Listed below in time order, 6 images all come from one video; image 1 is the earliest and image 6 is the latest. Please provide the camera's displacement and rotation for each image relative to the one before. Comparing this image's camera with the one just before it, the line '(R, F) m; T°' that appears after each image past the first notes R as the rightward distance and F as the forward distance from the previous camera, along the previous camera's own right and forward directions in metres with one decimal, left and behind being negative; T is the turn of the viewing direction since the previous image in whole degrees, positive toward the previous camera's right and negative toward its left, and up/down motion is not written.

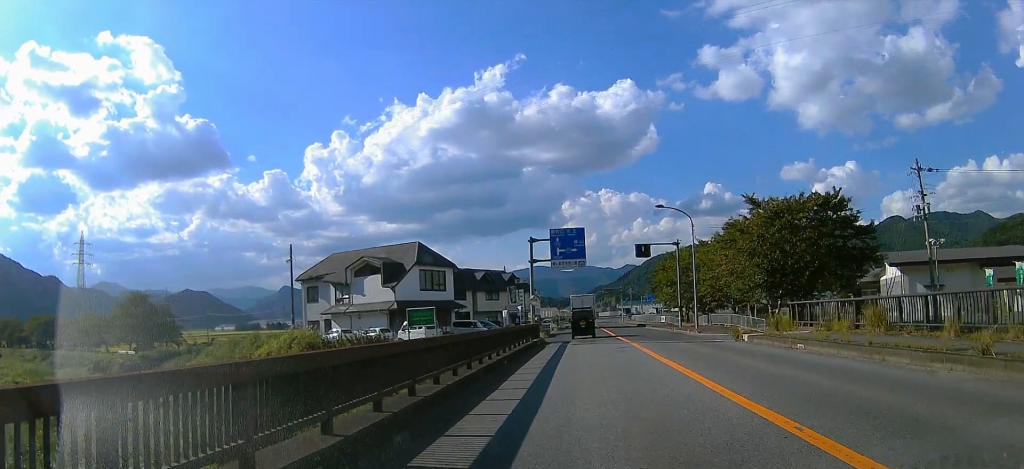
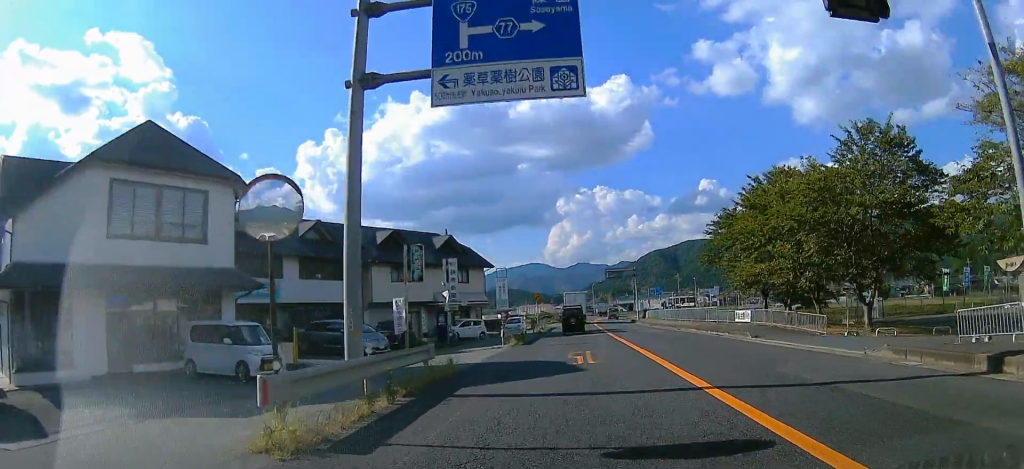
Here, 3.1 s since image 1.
(-0.4, +37.8) m; +1°
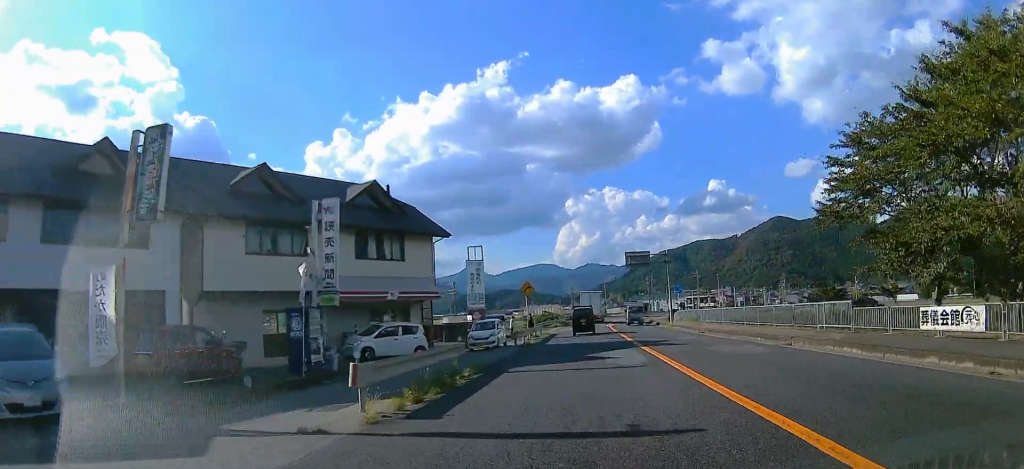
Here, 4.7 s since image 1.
(+0.2, +20.3) m; +1°
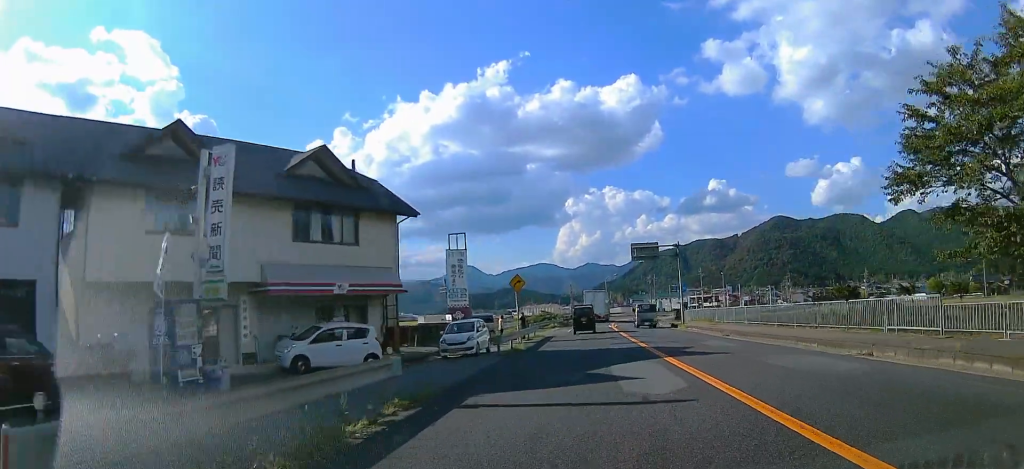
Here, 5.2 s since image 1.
(0.0, +6.1) m; 0°
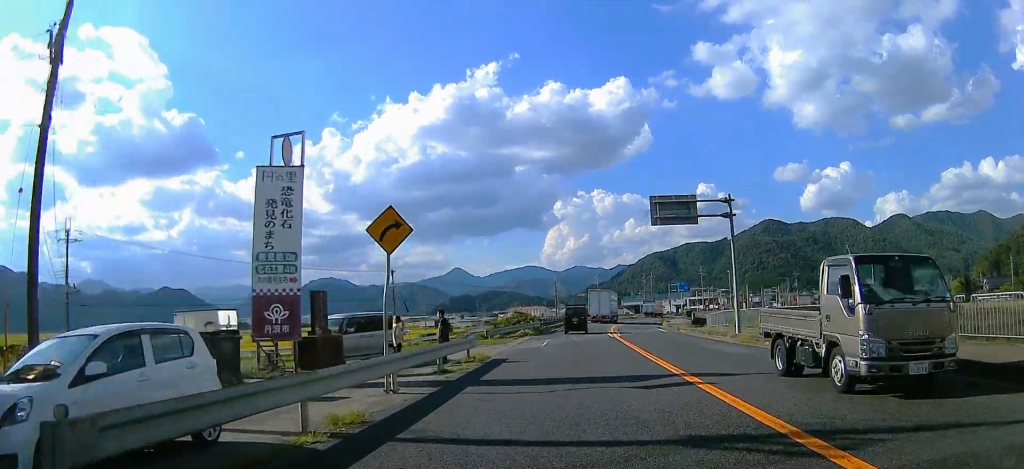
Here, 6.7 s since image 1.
(0.0, +19.8) m; 0°
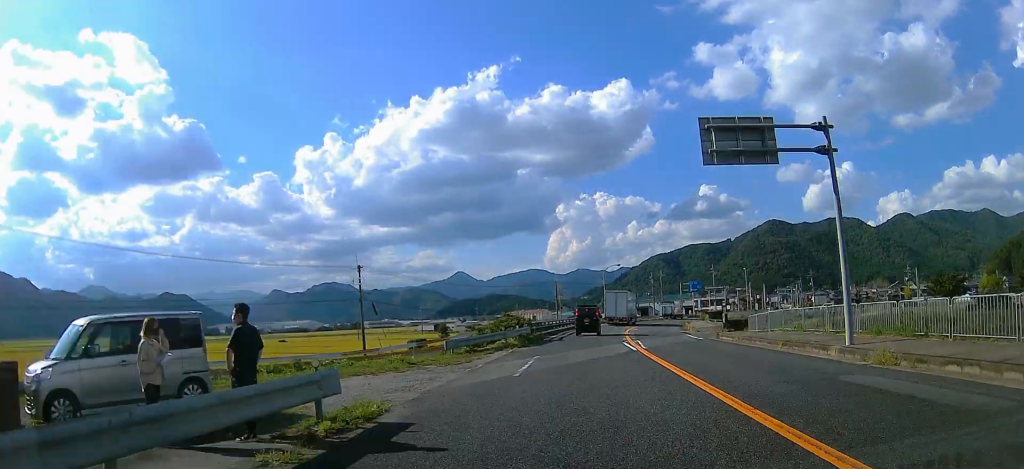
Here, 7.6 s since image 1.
(0.0, +11.3) m; 0°
